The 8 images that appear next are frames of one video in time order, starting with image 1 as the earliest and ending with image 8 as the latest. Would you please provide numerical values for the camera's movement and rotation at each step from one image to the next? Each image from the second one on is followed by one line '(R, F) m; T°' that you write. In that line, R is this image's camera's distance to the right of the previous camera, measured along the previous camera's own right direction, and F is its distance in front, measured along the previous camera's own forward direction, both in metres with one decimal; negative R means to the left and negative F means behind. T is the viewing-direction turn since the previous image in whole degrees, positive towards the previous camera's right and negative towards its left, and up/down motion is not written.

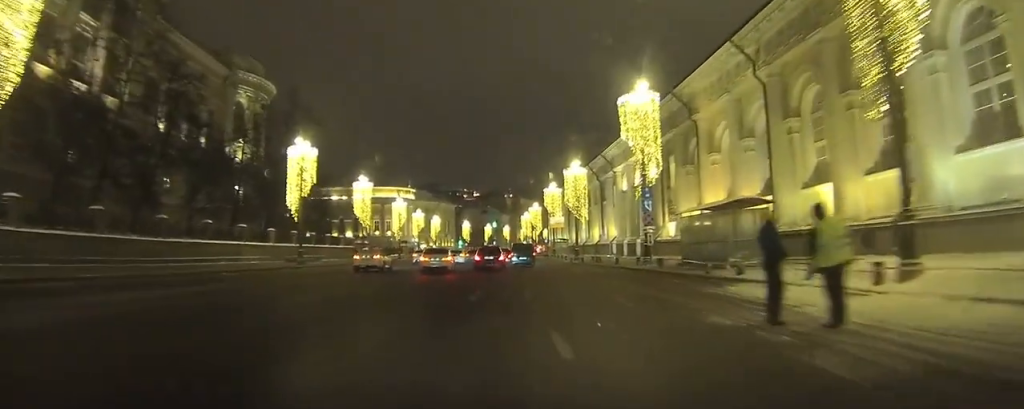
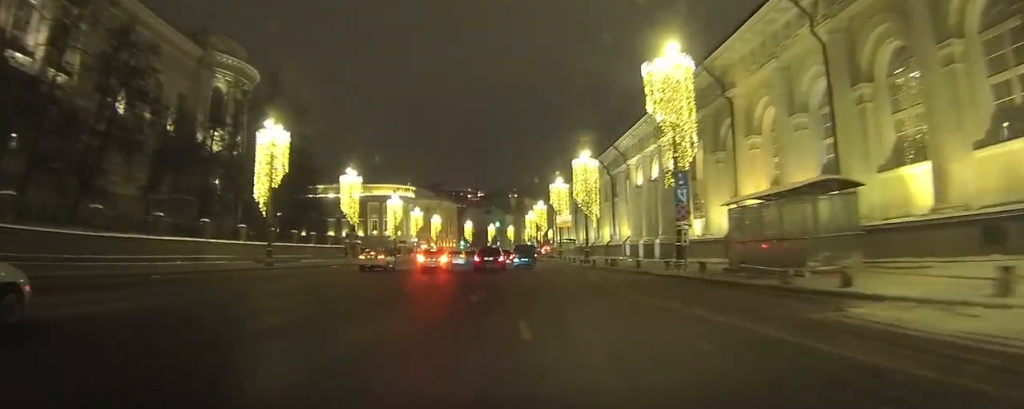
(0.0, +7.7) m; 0°
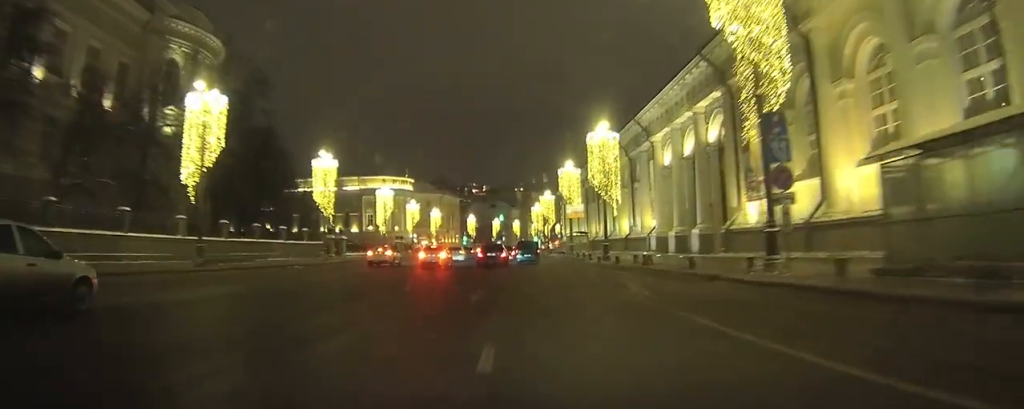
(-0.1, +12.2) m; -1°
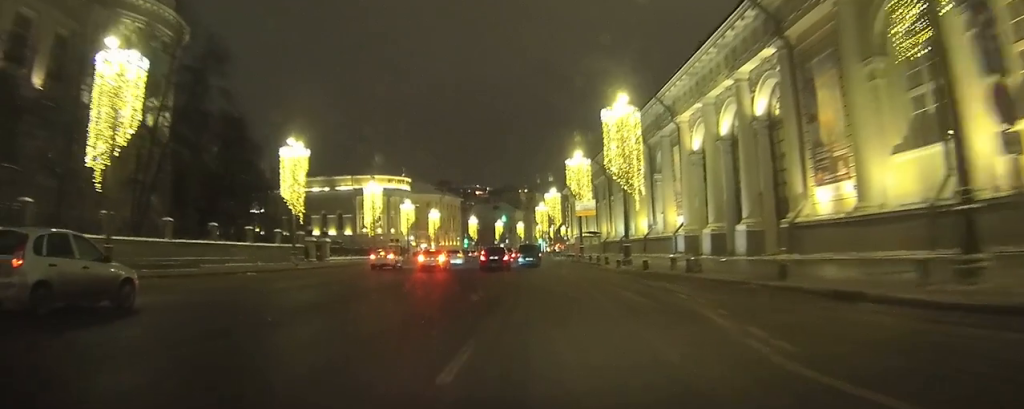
(0.0, +10.6) m; -1°
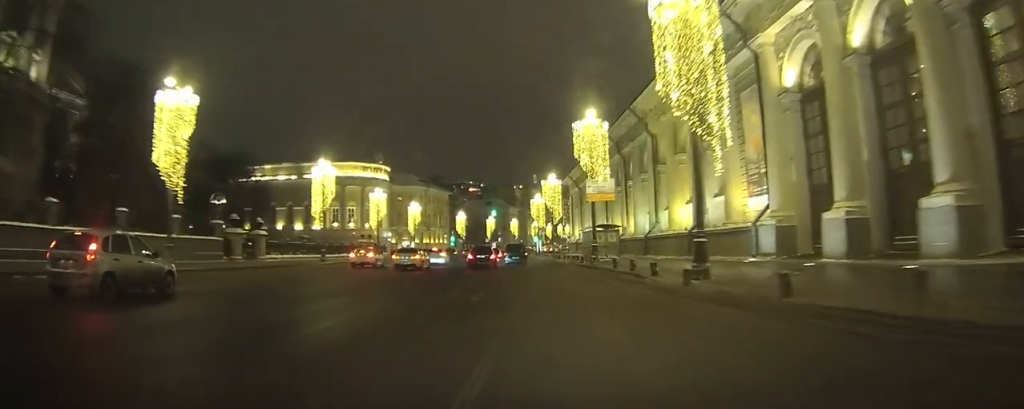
(-0.2, +21.4) m; -1°
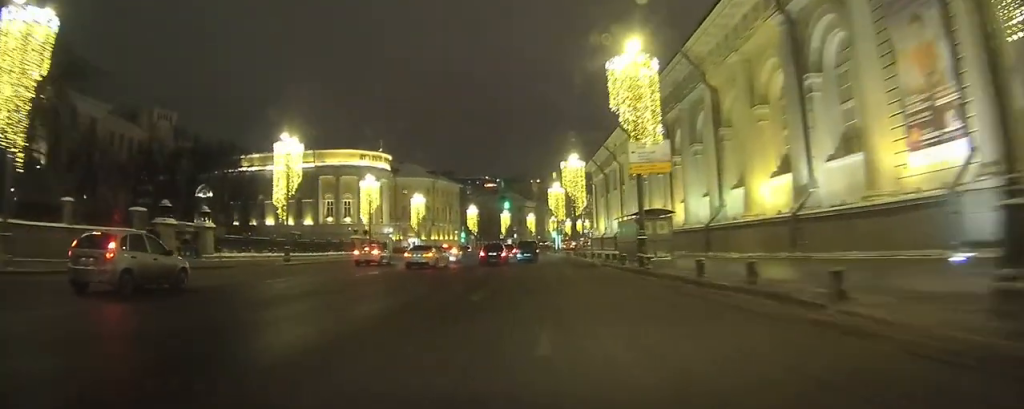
(-0.1, +14.3) m; -1°
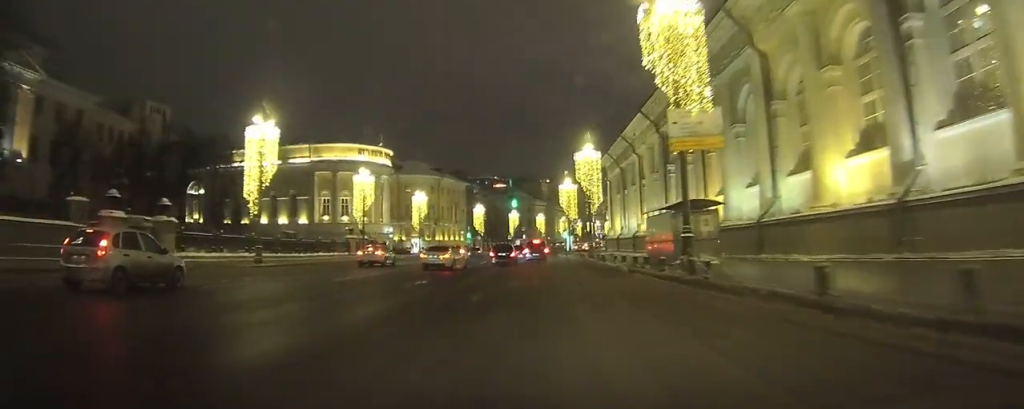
(-0.1, +6.1) m; -1°
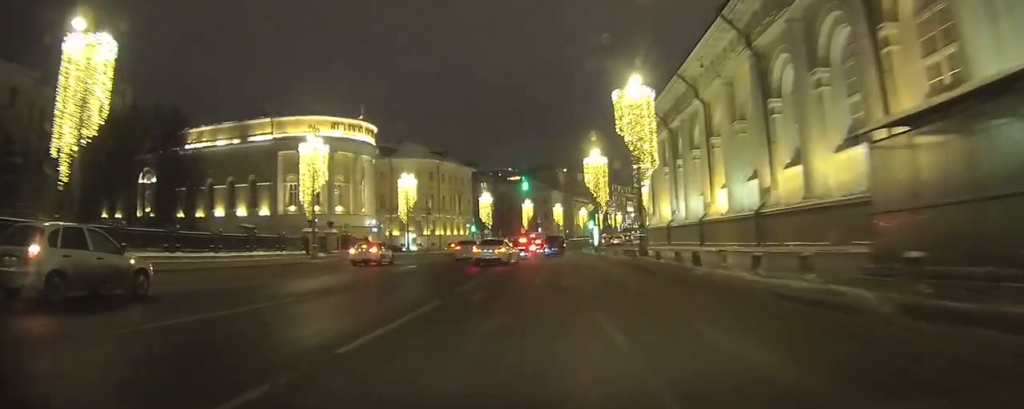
(-0.1, +16.3) m; 0°
